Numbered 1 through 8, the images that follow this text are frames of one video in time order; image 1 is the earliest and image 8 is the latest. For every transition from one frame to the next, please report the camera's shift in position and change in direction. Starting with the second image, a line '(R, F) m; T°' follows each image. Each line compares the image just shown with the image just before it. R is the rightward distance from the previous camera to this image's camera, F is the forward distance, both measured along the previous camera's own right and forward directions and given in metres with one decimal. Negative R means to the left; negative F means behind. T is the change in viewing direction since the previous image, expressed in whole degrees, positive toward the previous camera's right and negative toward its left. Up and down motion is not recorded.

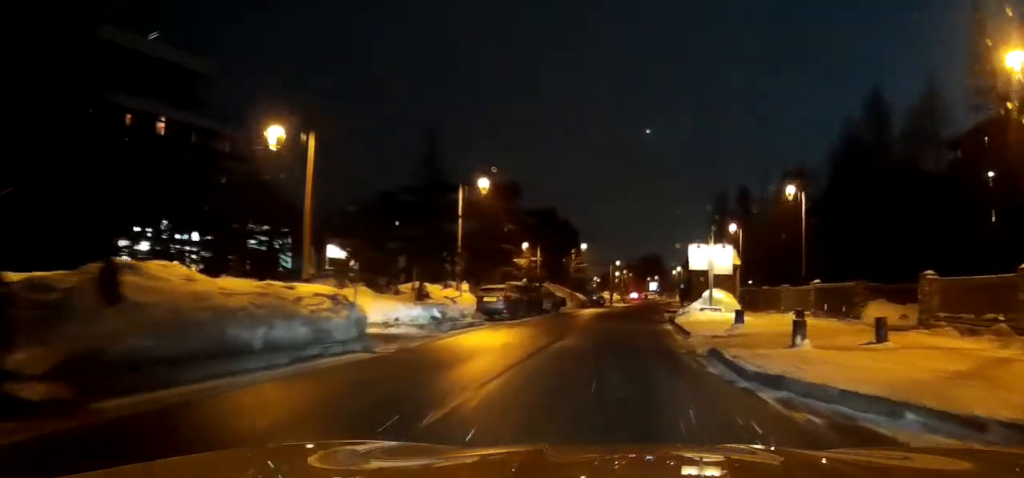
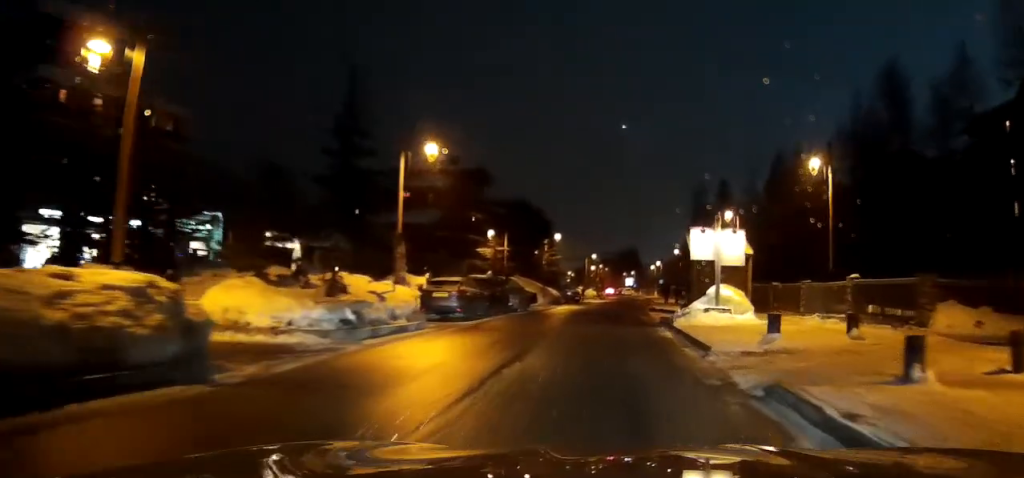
(+0.1, +6.3) m; +2°
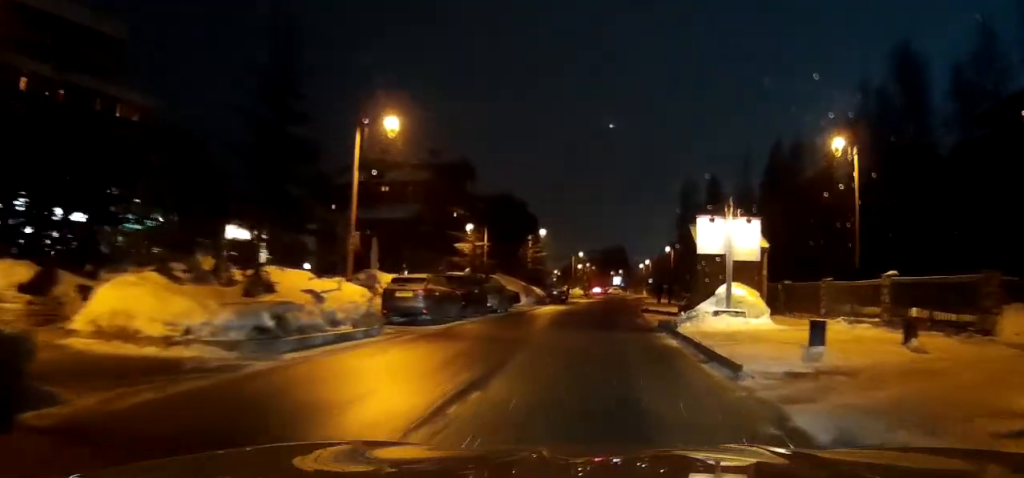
(+0.1, +3.7) m; +1°
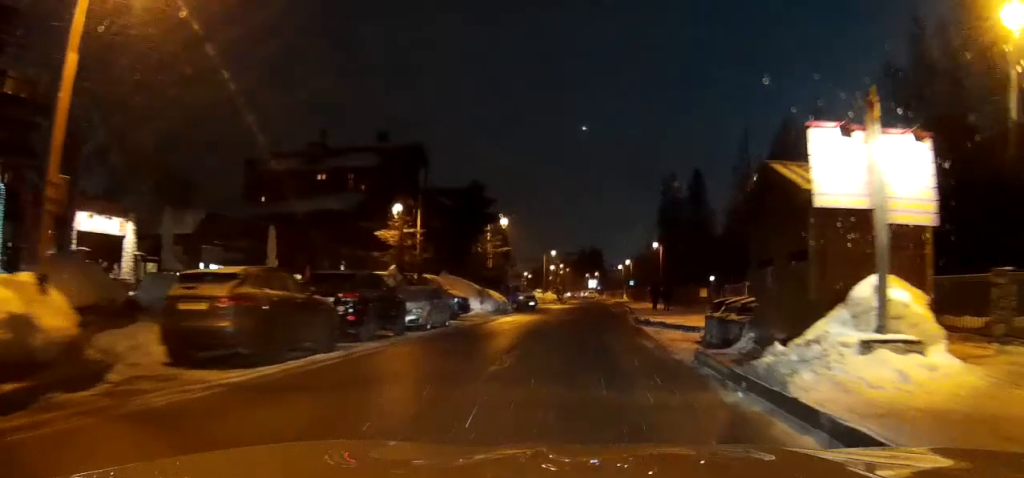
(0.0, +12.6) m; -1°
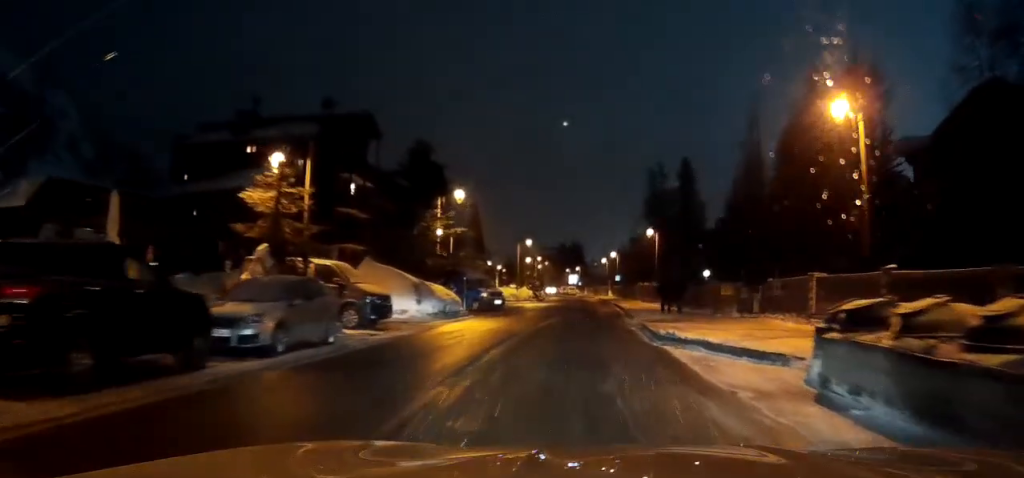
(-0.2, +11.3) m; -1°
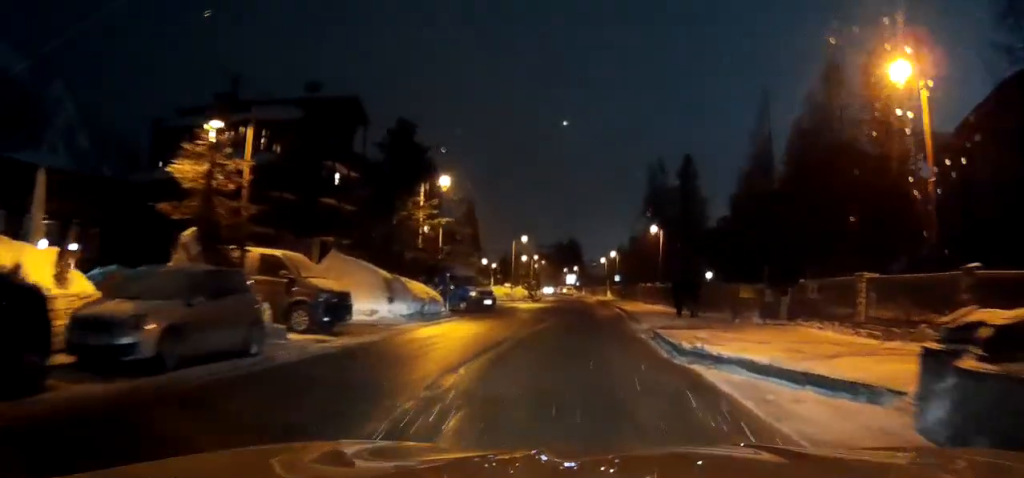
(0.0, +3.7) m; 0°
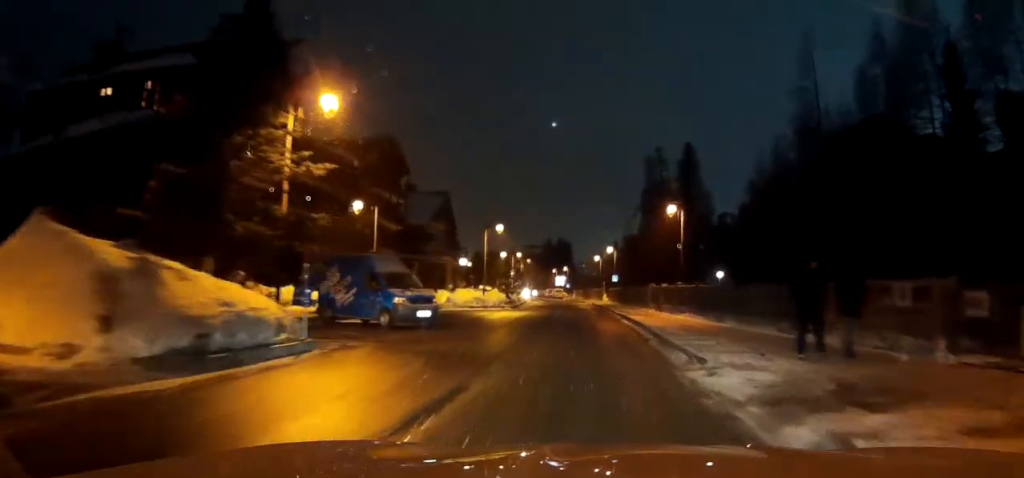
(0.0, +13.5) m; 0°
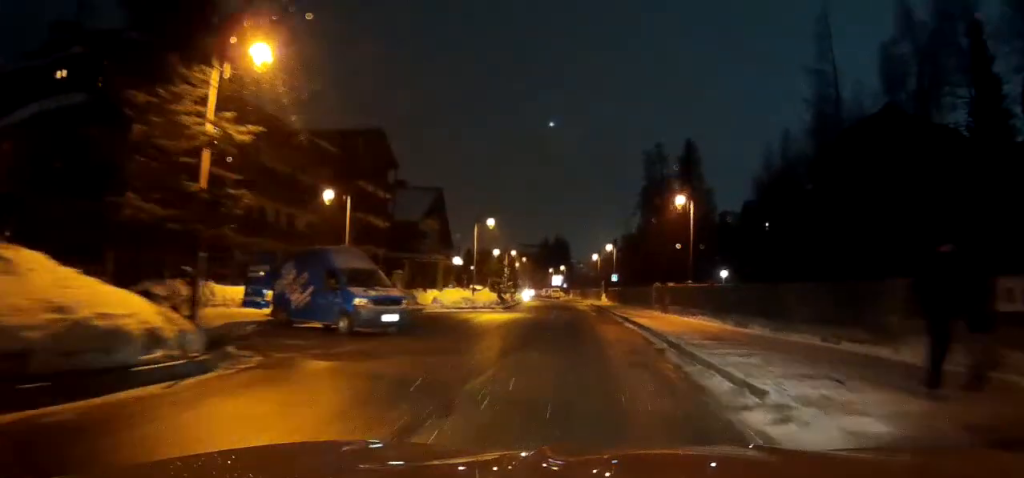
(0.0, +3.7) m; 0°
